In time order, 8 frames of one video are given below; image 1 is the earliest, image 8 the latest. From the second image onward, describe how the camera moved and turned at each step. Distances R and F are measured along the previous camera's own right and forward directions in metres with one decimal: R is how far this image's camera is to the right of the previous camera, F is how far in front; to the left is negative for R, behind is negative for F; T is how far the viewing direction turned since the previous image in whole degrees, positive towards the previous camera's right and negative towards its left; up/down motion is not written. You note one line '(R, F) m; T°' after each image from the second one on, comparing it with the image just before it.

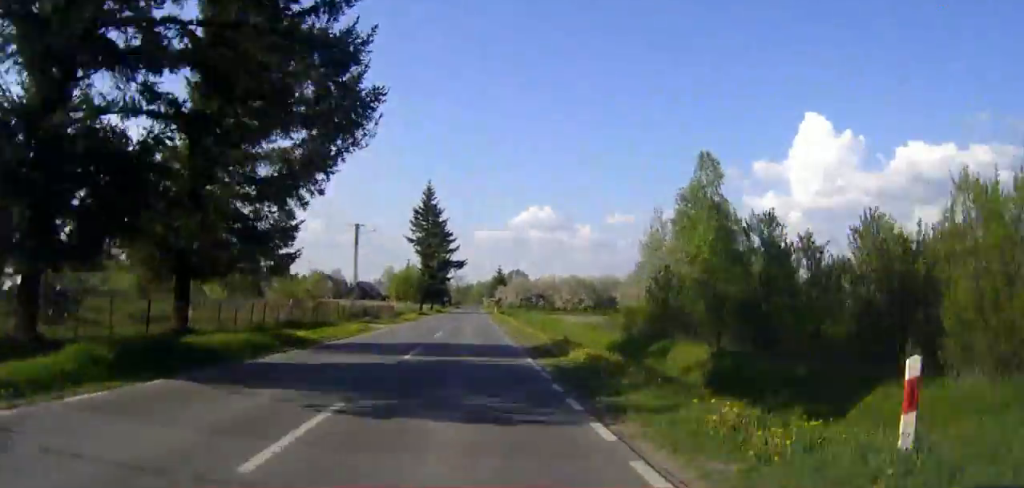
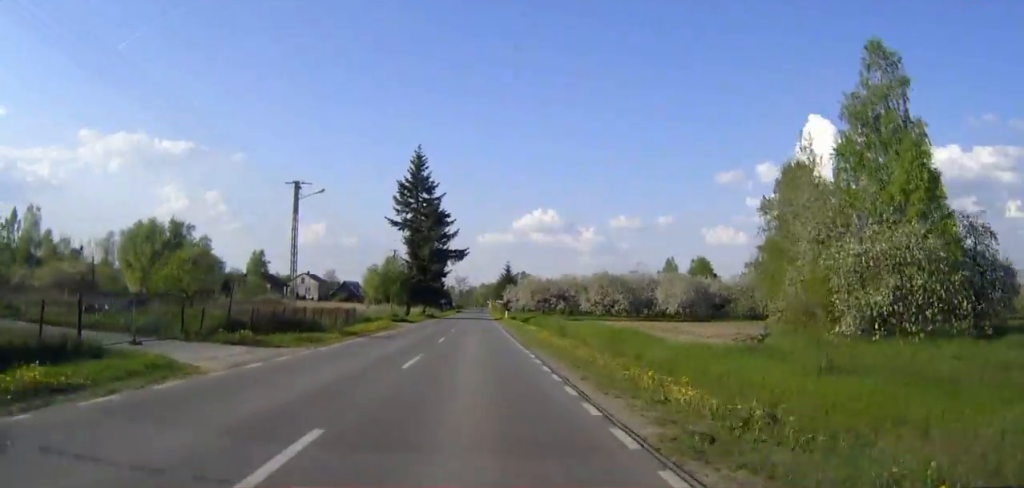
(-0.1, +25.9) m; 0°
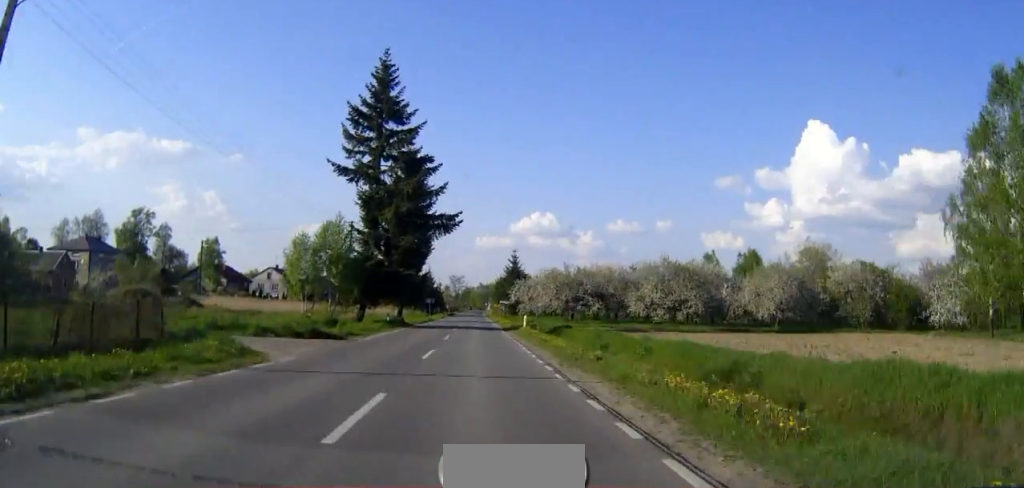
(-0.1, +32.4) m; 0°
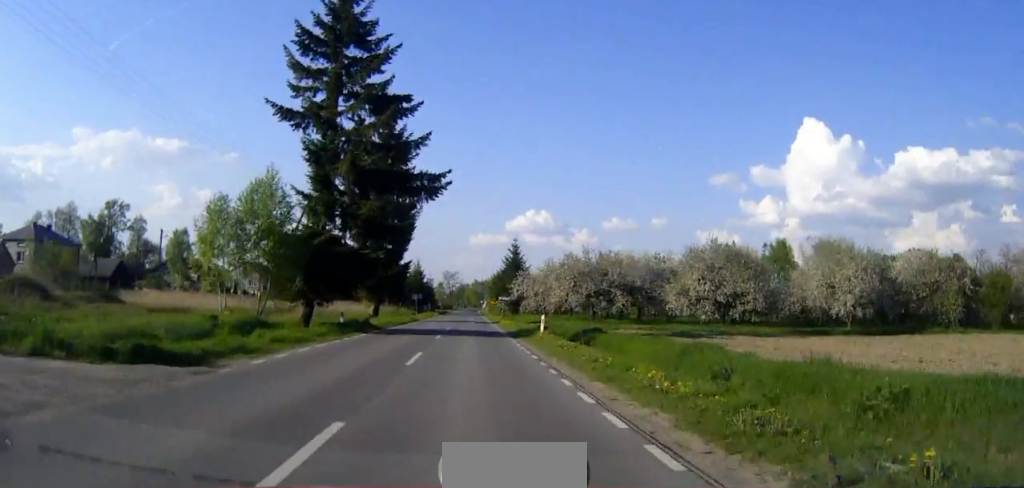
(0.0, +15.0) m; 0°
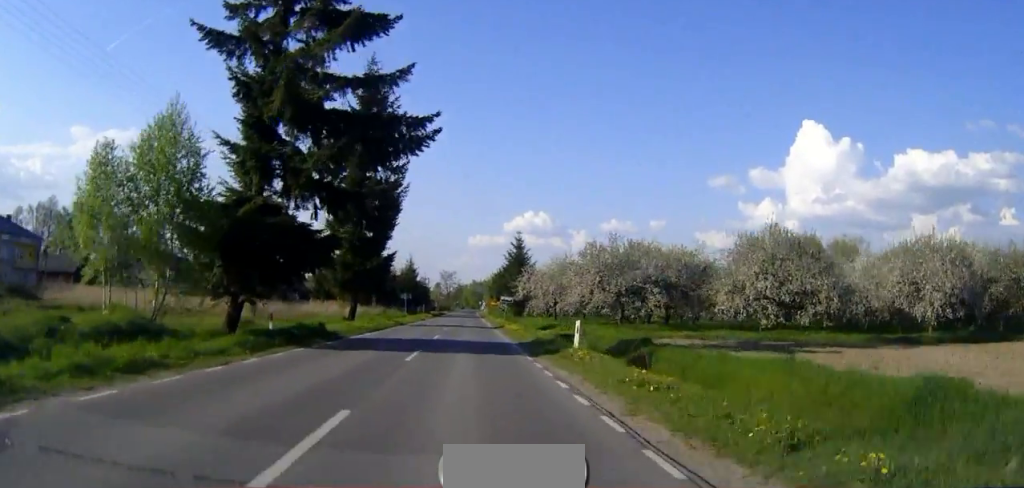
(0.0, +11.1) m; 0°
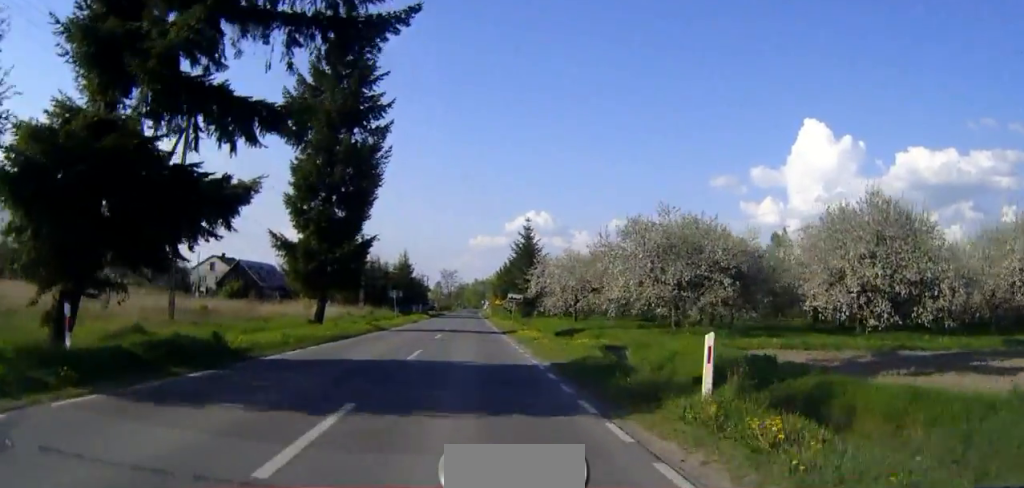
(0.0, +11.5) m; 0°
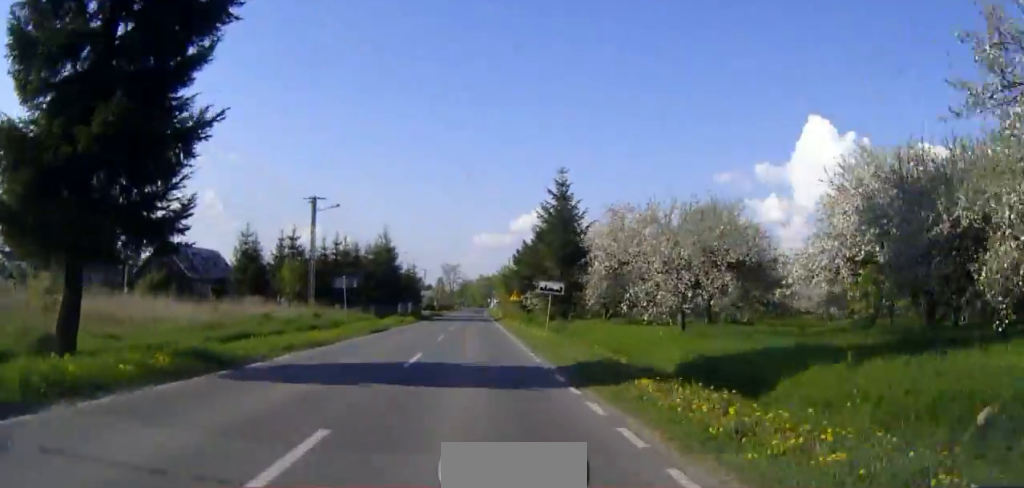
(0.0, +26.6) m; 0°
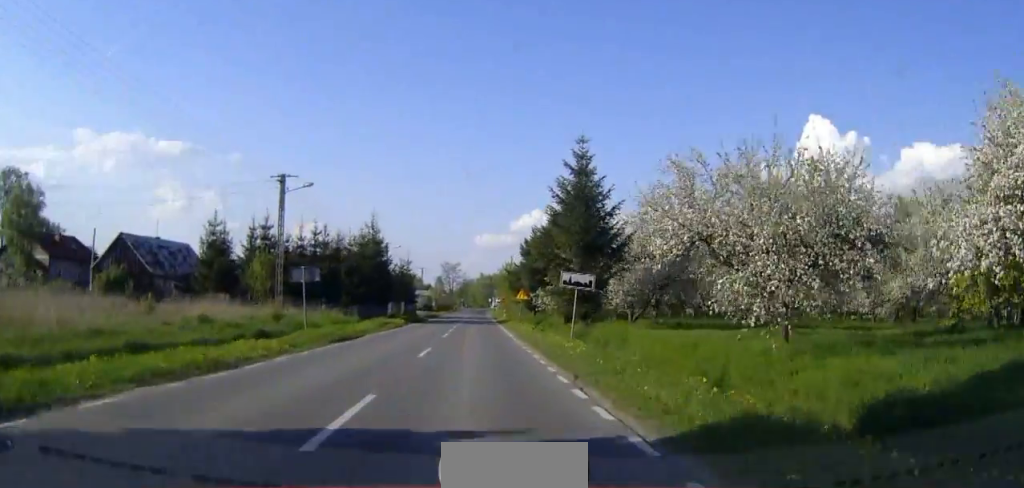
(0.0, +9.2) m; 0°
